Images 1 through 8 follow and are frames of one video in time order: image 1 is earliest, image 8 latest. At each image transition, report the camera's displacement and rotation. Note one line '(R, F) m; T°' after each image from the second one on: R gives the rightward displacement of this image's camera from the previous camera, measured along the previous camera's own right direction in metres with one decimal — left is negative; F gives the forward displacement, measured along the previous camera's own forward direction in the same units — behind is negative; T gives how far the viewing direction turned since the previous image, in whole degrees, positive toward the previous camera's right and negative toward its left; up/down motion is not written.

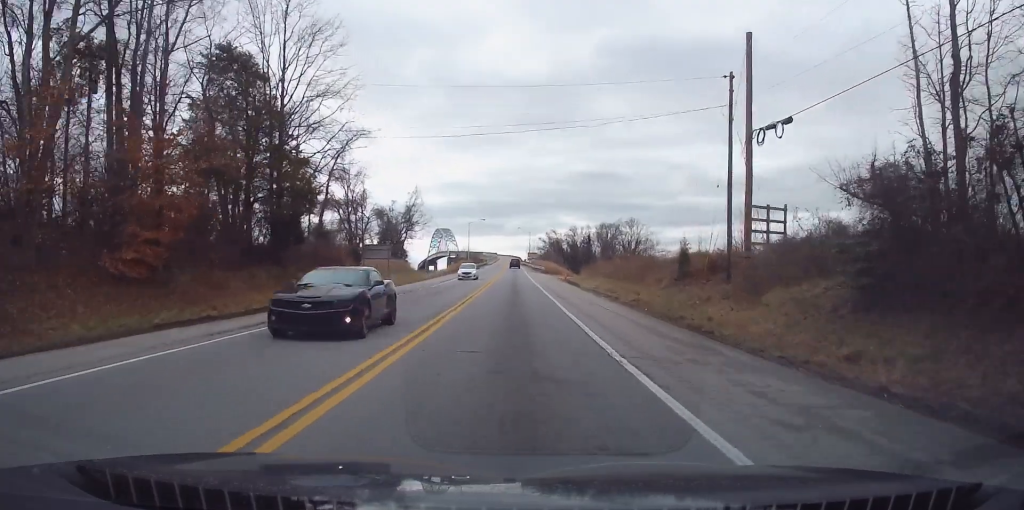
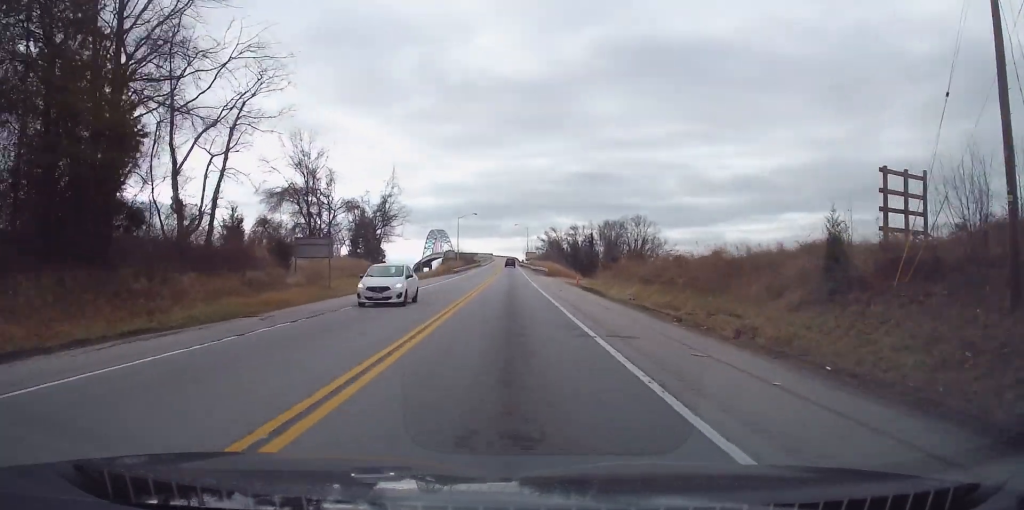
(-0.2, +16.5) m; 0°
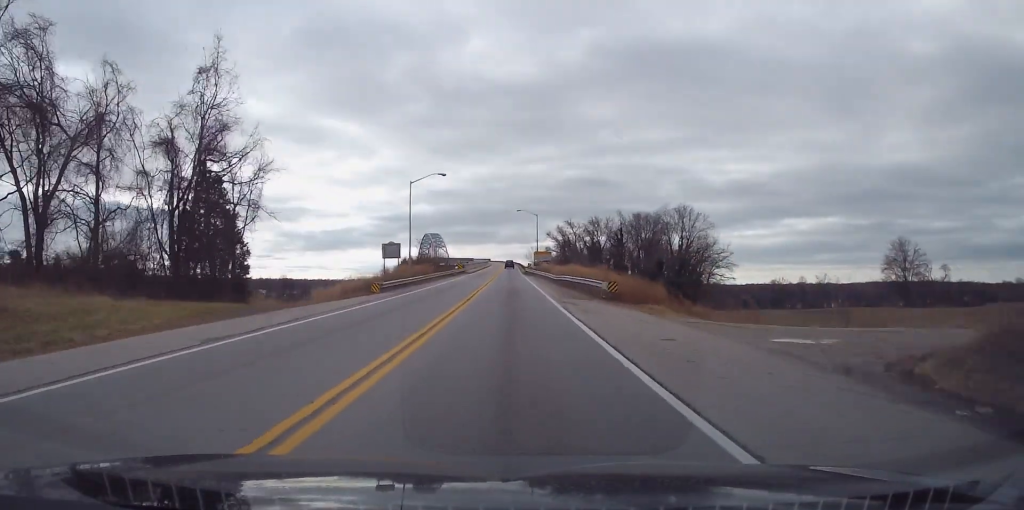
(+0.2, +49.9) m; 0°
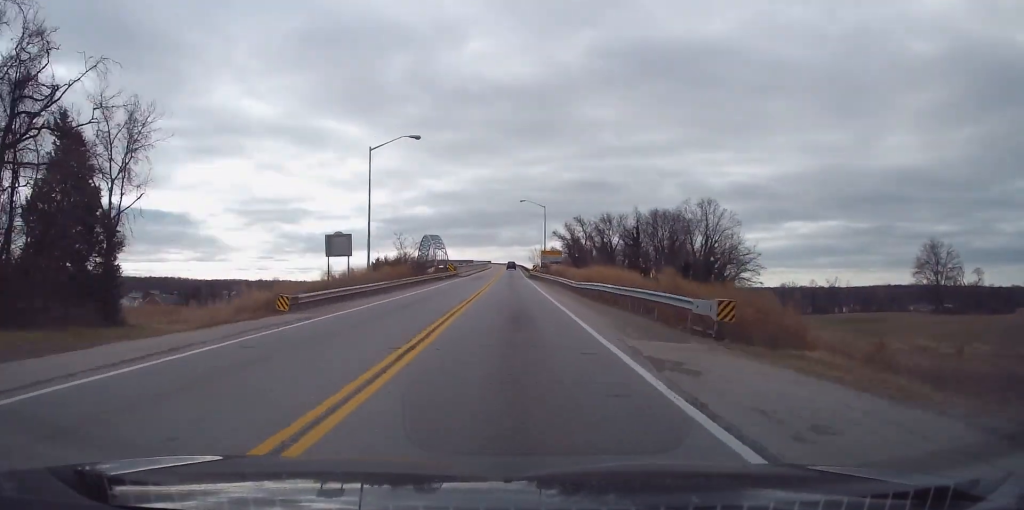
(0.0, +16.9) m; 0°
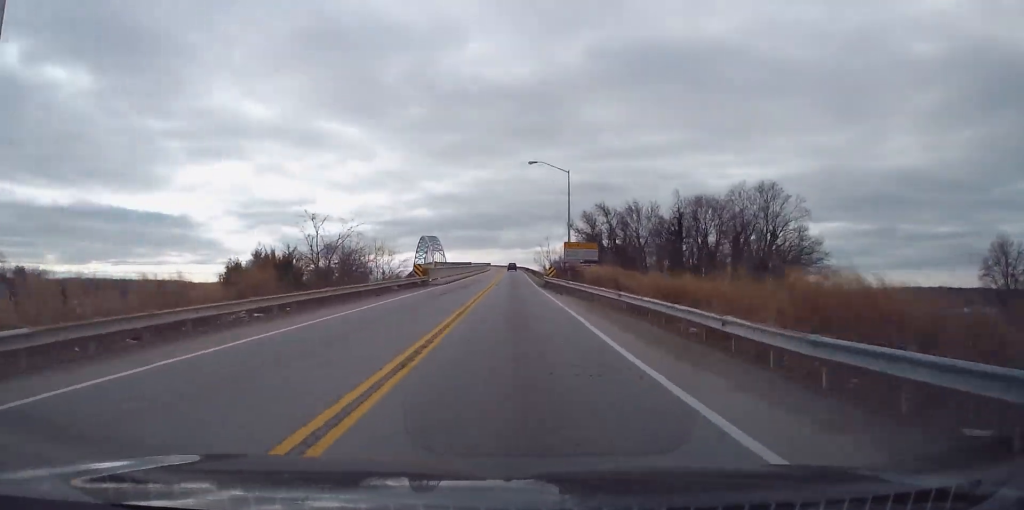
(+0.1, +29.1) m; 0°
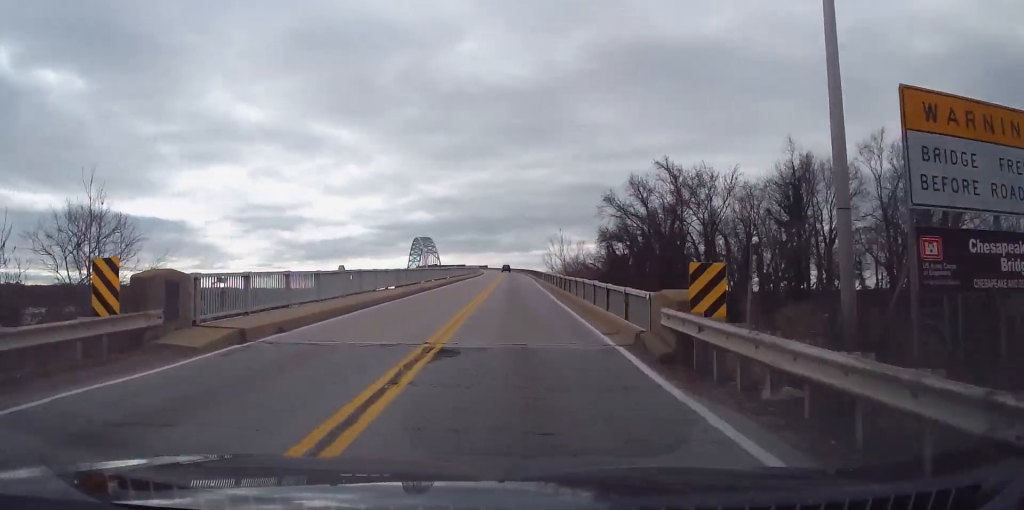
(+0.1, +39.0) m; 0°
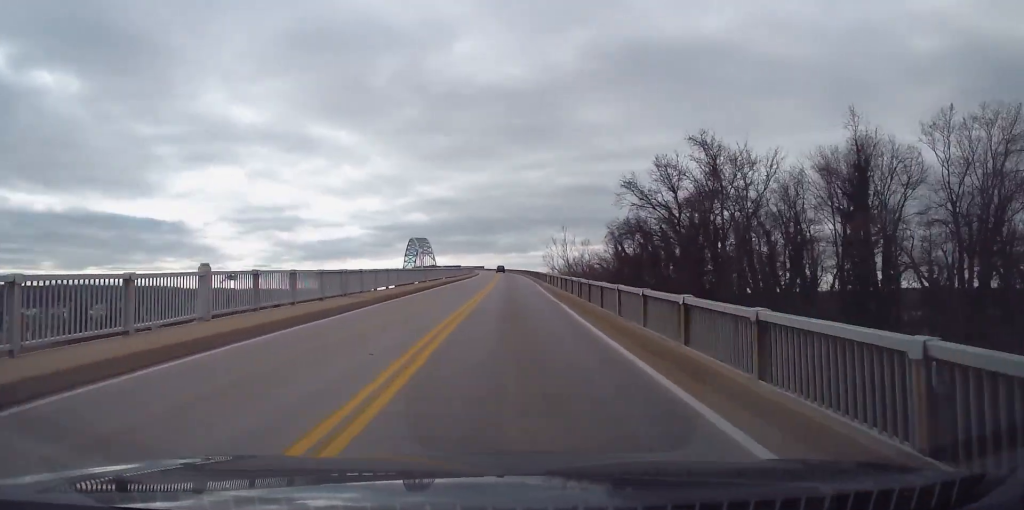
(-0.2, +11.5) m; 0°
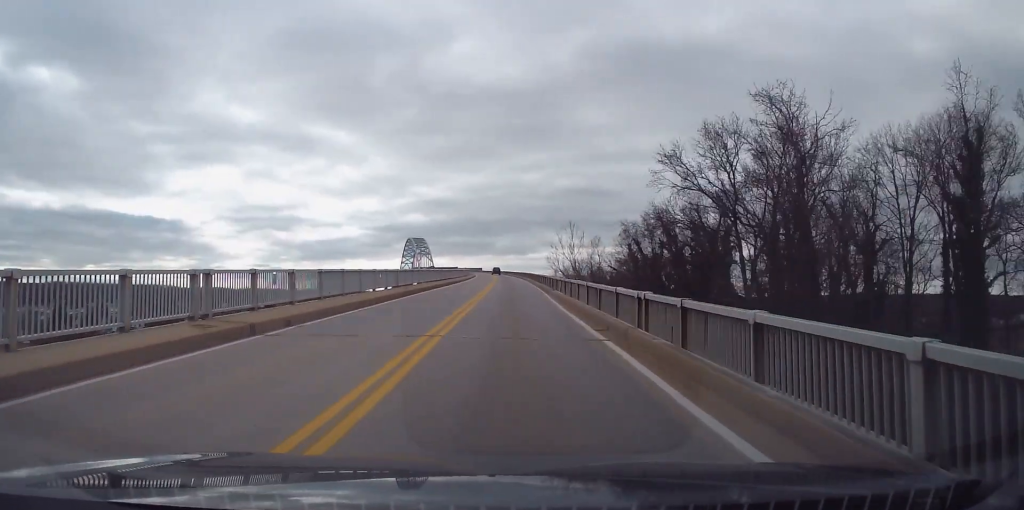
(+0.2, +12.2) m; 0°
